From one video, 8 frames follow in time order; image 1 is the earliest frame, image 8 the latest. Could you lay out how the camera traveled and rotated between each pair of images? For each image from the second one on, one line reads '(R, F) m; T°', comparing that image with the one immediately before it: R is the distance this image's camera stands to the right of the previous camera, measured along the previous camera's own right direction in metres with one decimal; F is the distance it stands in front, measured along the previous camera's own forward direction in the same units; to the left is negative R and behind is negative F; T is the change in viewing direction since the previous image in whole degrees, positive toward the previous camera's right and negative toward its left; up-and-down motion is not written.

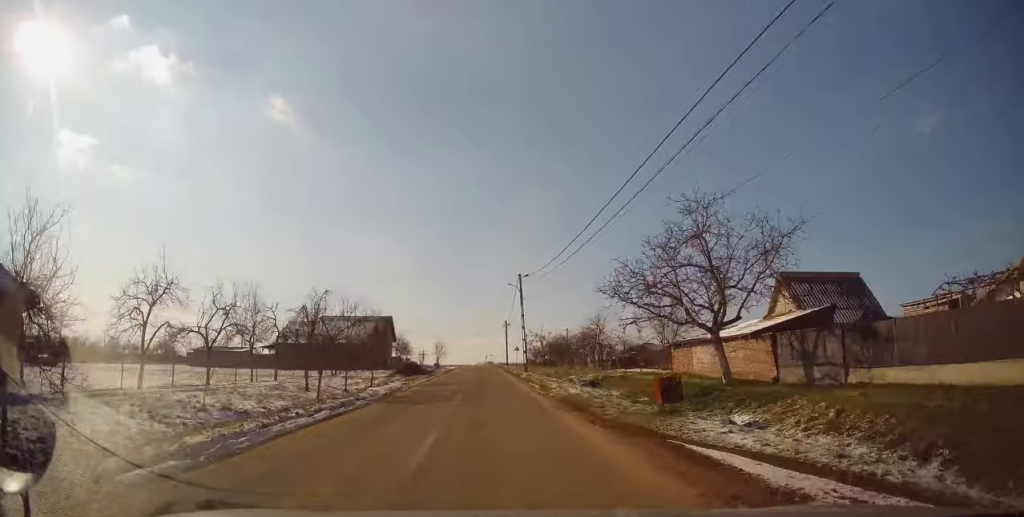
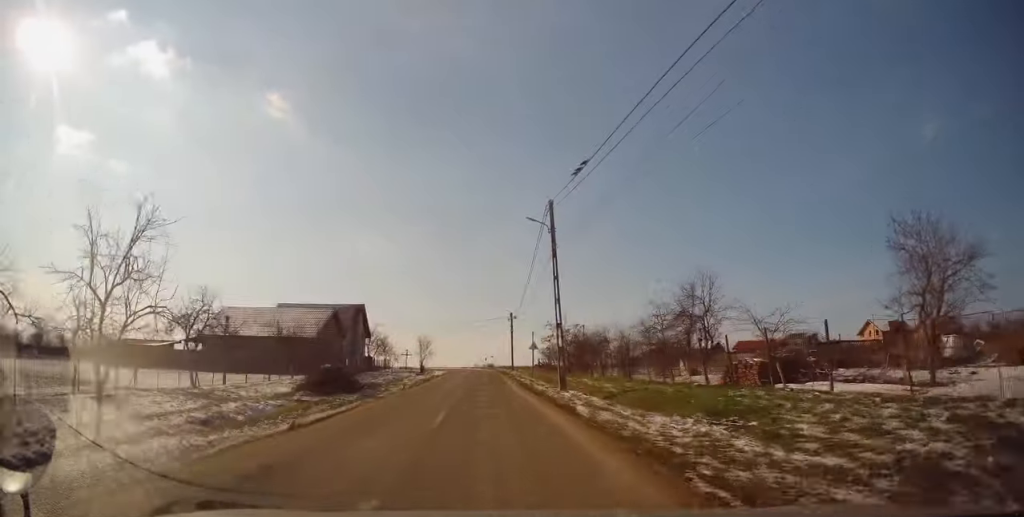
(0.0, +21.6) m; +1°
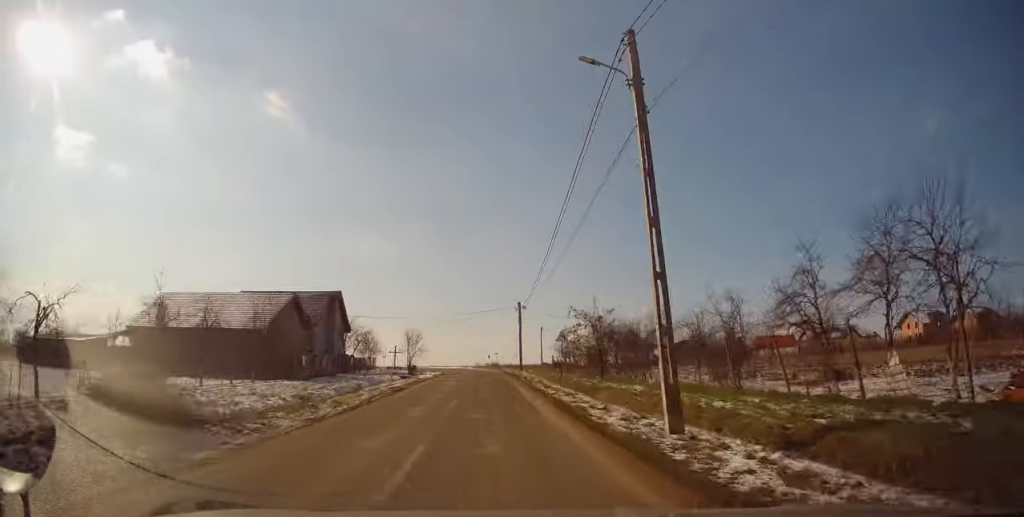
(+0.2, +13.1) m; +1°
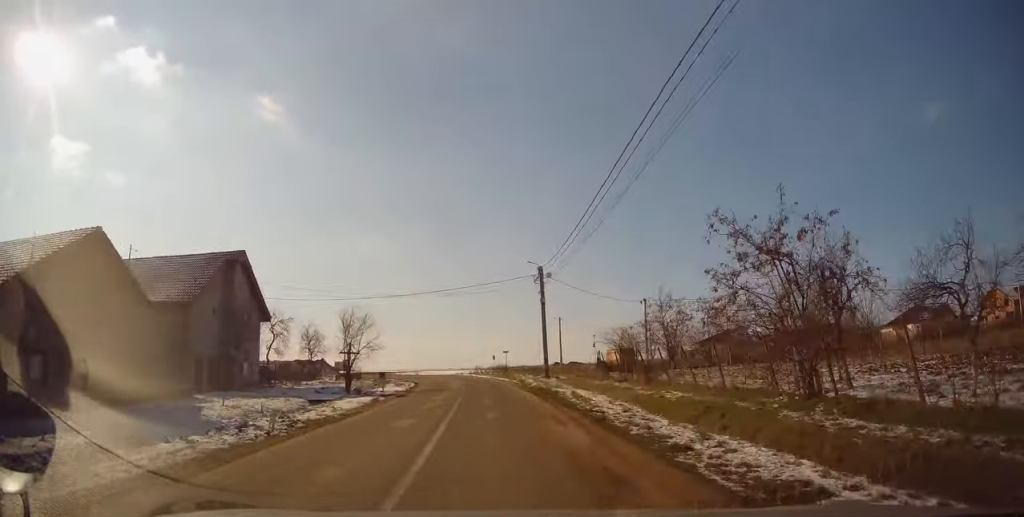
(-0.1, +25.2) m; -2°
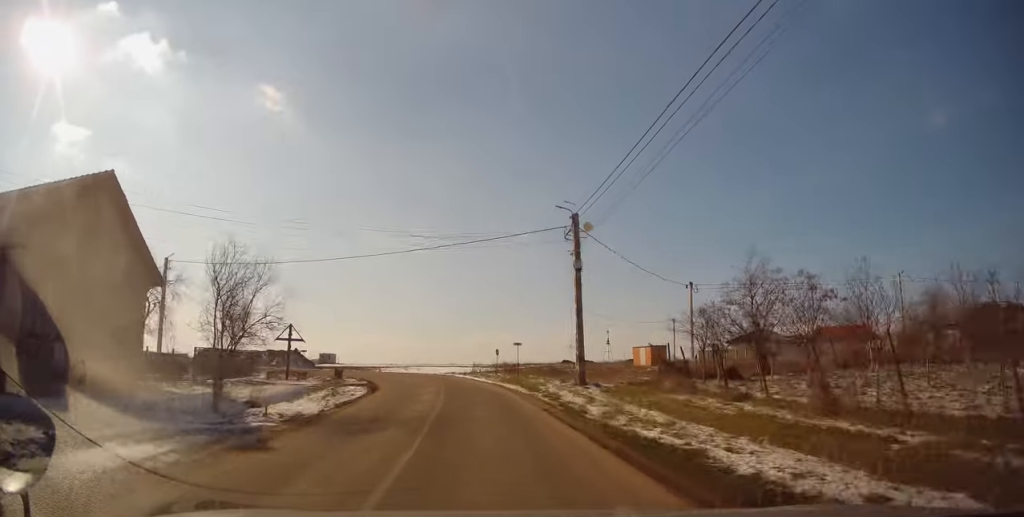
(-0.3, +14.9) m; -1°
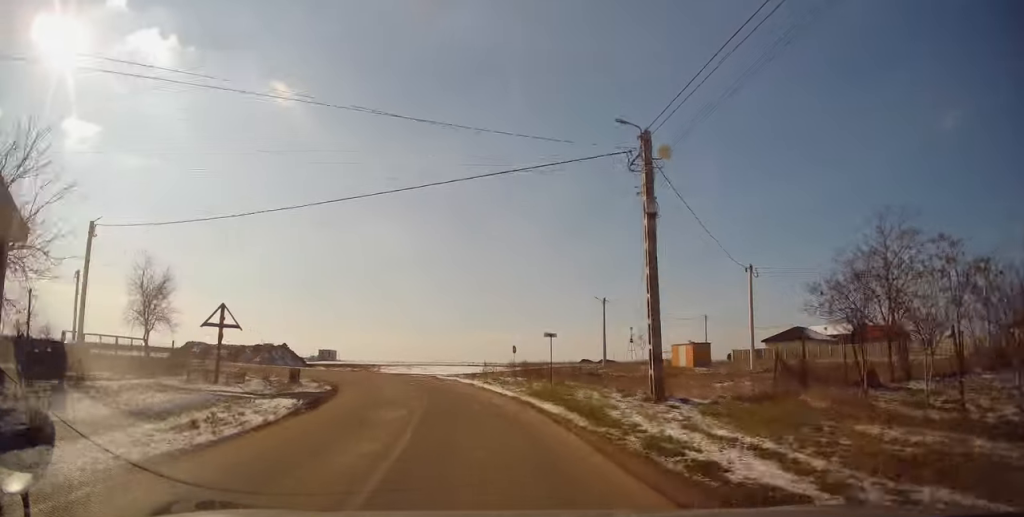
(+0.3, +10.1) m; -1°
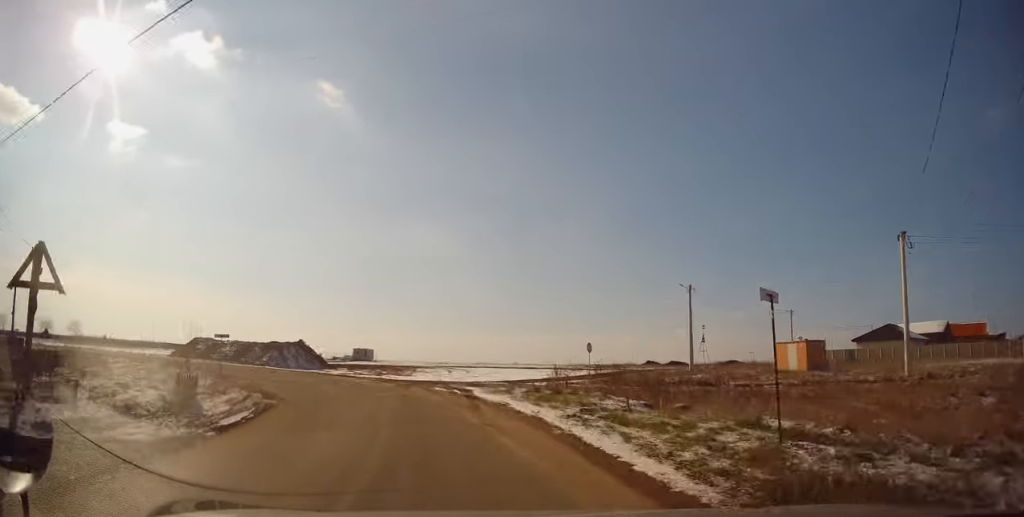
(-0.6, +12.6) m; -7°
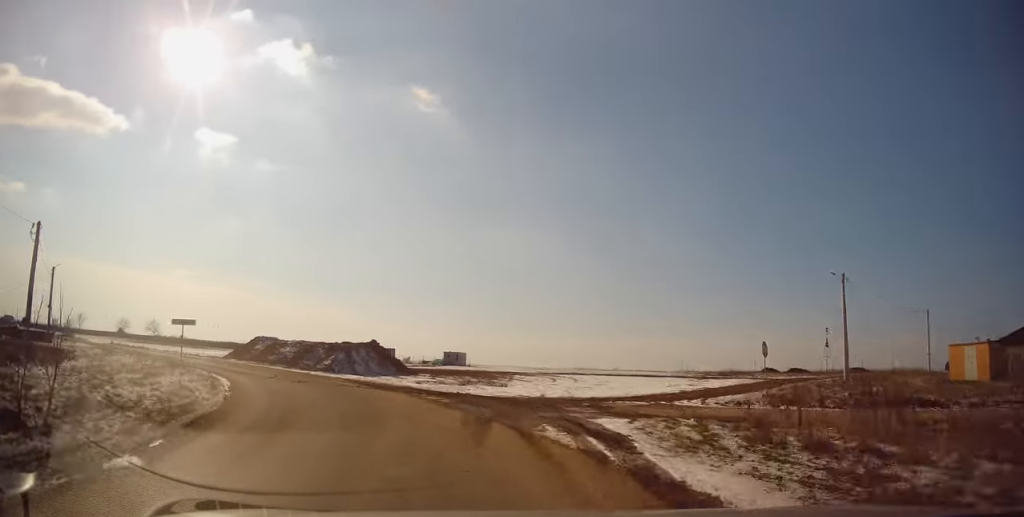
(-0.6, +10.6) m; -11°
